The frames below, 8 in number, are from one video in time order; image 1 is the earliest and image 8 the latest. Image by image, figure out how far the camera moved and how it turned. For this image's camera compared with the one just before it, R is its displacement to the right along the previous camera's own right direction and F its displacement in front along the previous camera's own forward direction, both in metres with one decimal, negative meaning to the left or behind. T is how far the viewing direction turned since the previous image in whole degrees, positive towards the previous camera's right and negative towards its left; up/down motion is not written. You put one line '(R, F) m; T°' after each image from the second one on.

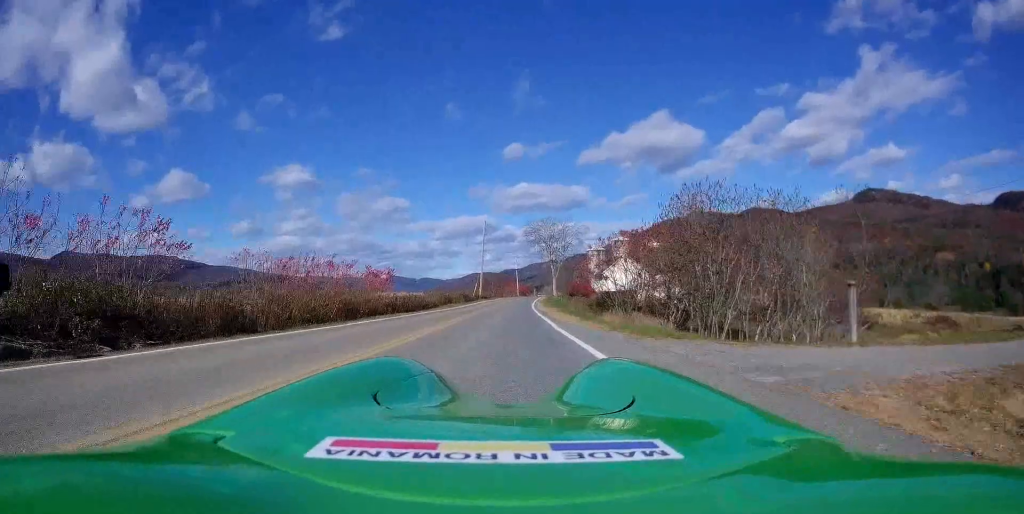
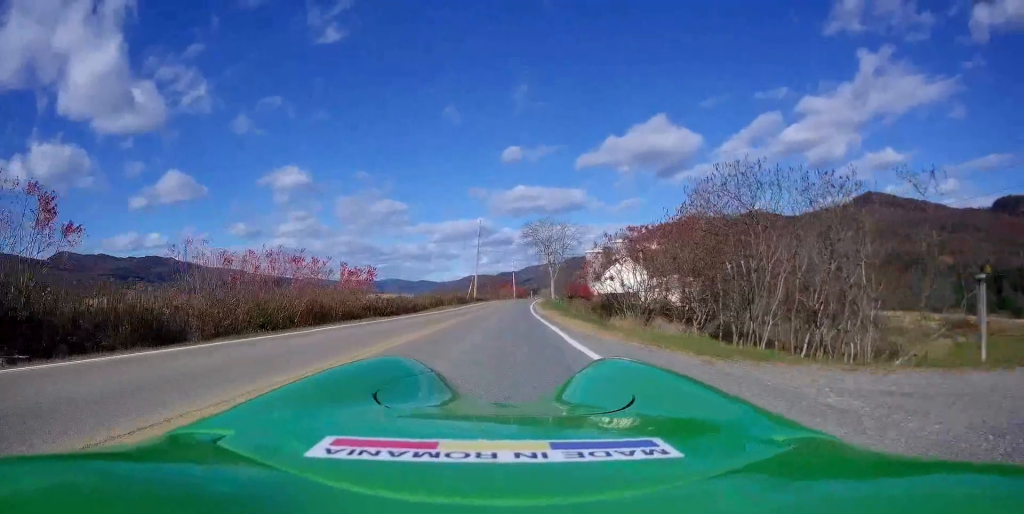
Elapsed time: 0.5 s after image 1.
(-0.1, +4.8) m; -1°
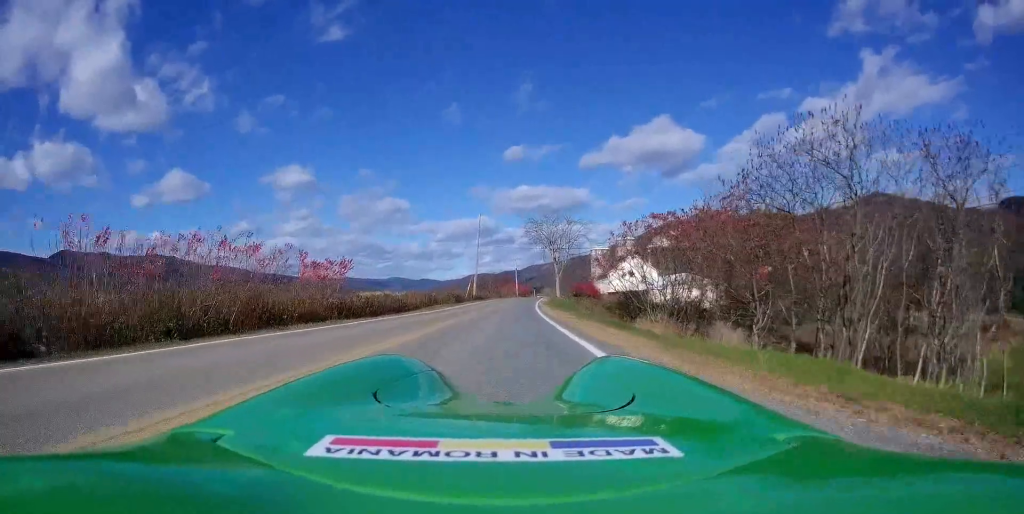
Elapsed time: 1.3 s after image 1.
(0.0, +6.6) m; 0°
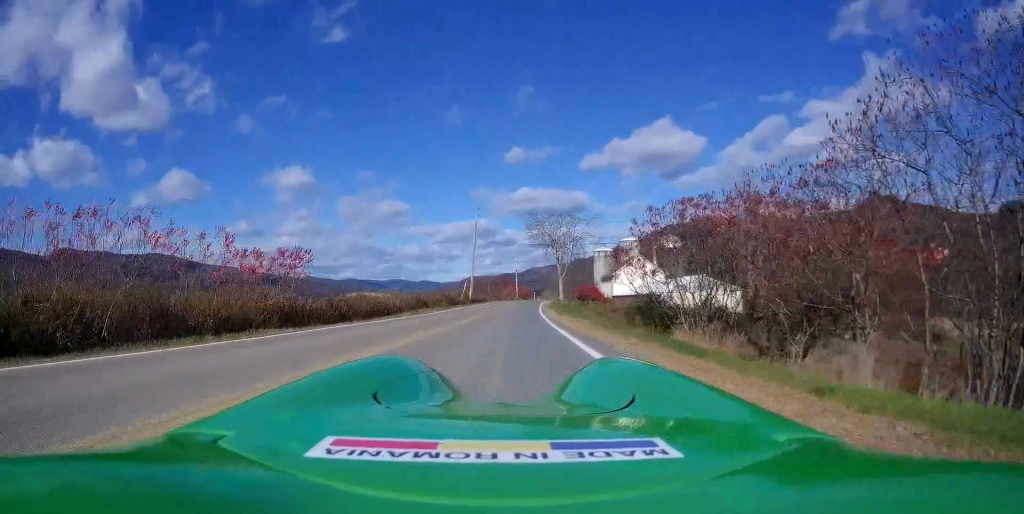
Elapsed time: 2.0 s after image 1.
(0.0, +6.6) m; +1°
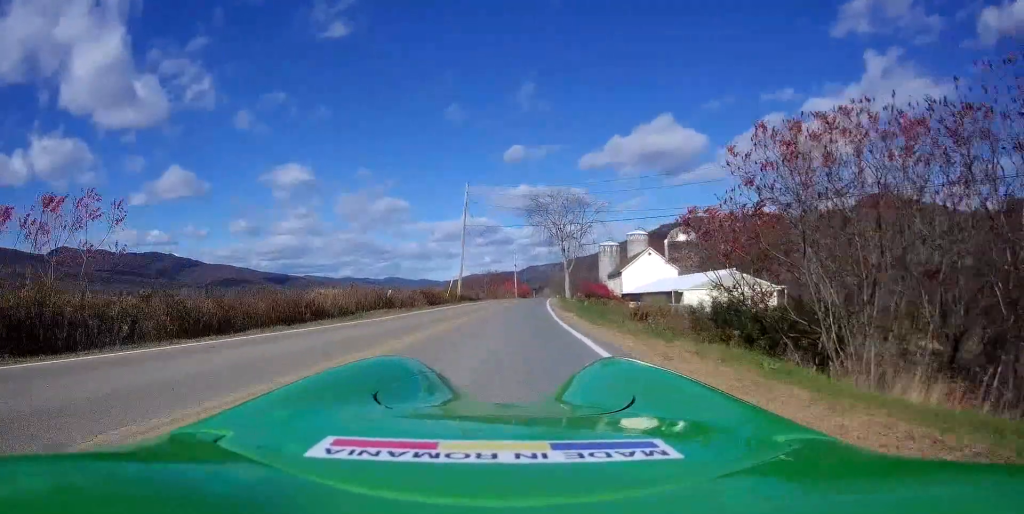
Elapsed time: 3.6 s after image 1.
(+0.5, +13.6) m; +3°
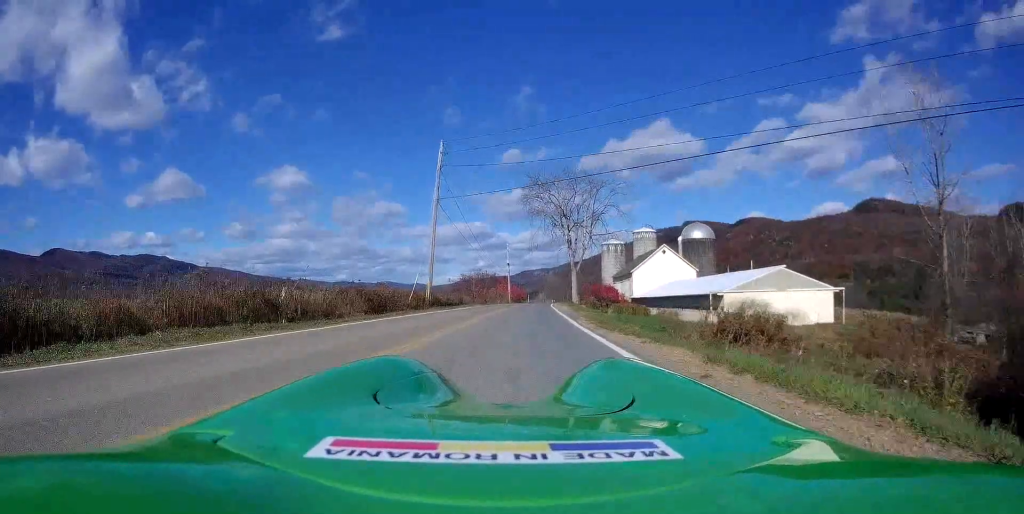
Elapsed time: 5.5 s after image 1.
(-0.8, +17.5) m; -5°
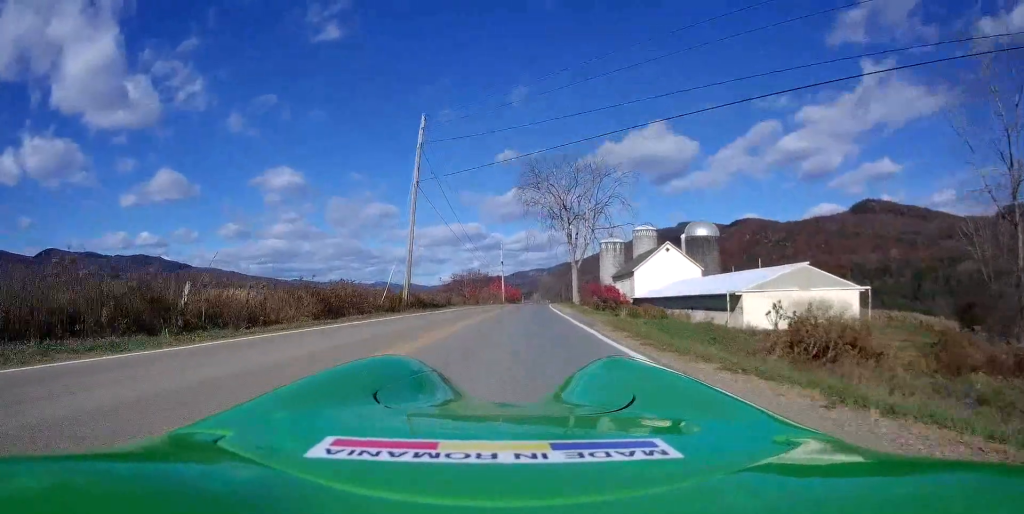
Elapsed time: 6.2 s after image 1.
(0.0, +6.9) m; 0°
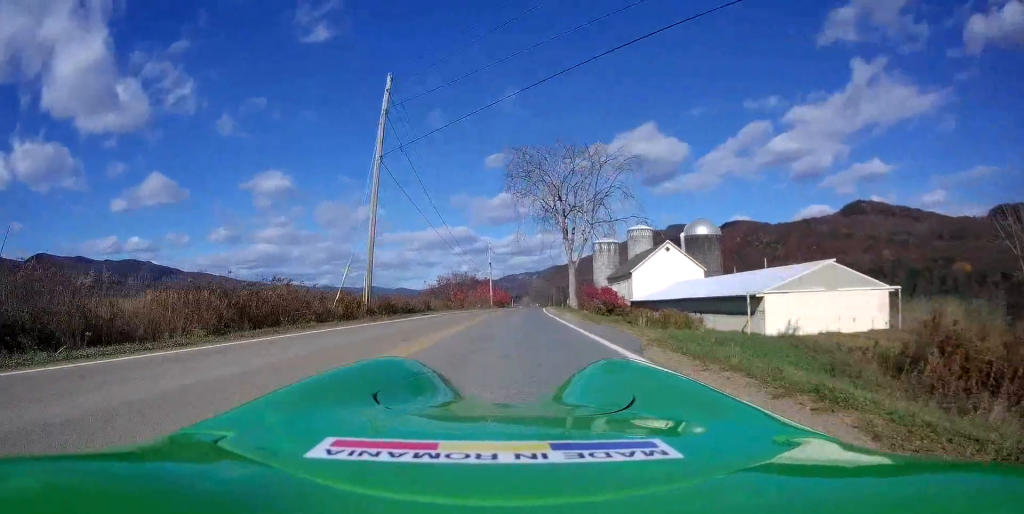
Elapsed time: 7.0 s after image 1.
(0.0, +7.2) m; +1°
